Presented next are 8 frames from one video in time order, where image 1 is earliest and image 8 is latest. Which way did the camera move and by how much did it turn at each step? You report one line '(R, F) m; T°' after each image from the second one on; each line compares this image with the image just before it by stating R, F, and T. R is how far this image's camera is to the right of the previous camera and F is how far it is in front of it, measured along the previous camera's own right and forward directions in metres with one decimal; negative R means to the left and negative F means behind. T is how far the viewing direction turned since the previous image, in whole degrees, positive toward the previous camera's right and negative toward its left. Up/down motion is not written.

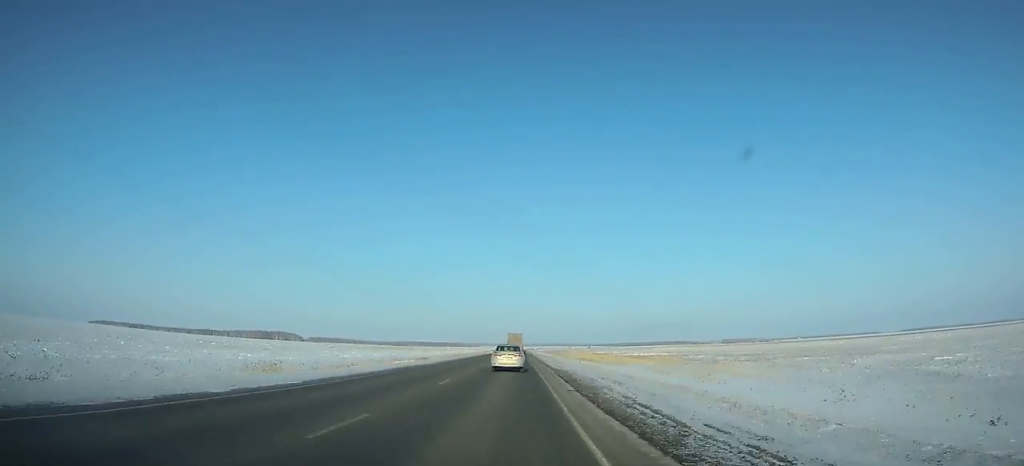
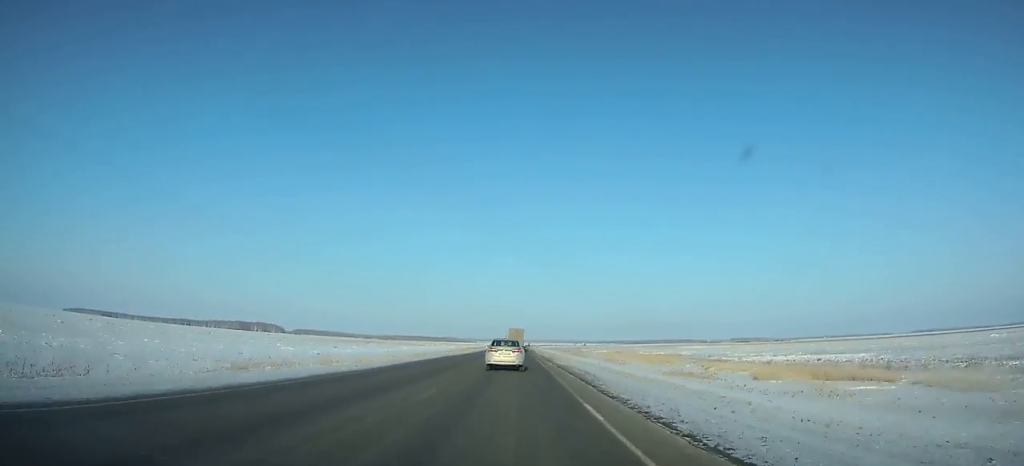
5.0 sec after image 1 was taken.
(+0.2, +122.5) m; 0°
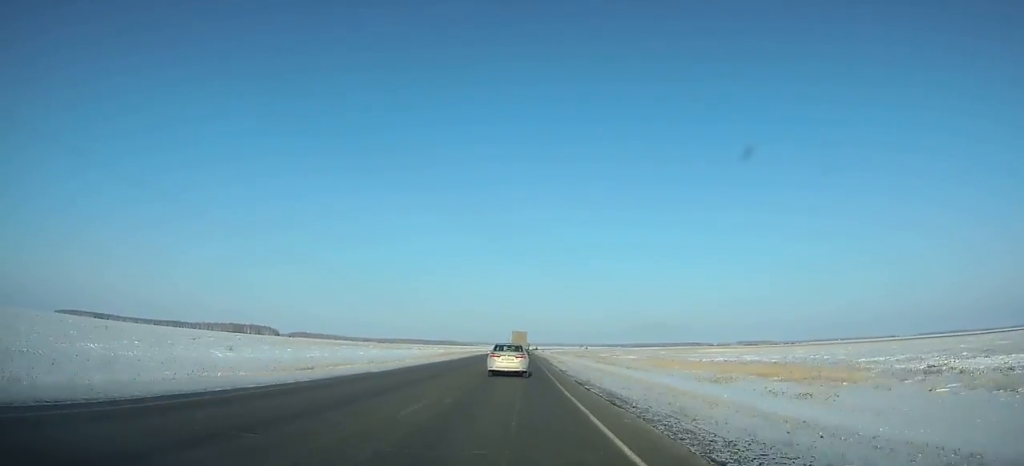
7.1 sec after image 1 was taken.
(-0.1, +49.9) m; 0°
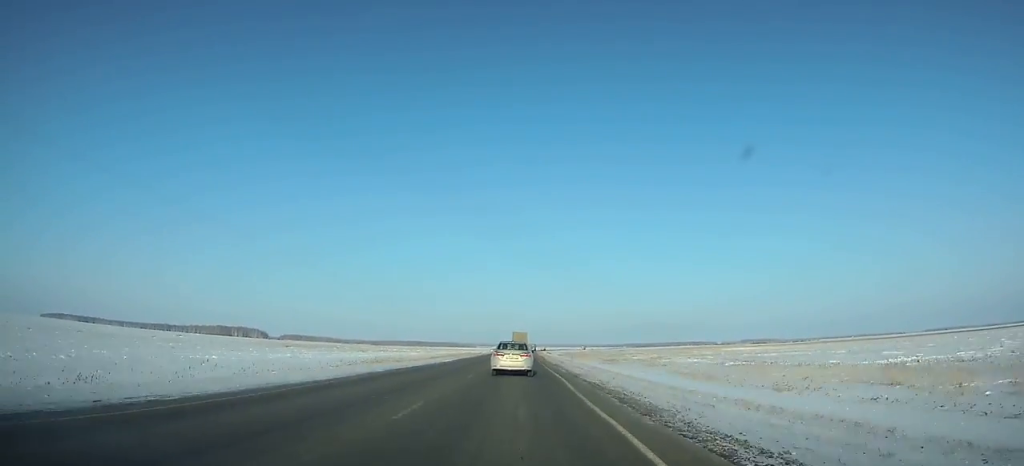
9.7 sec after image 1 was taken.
(0.0, +60.8) m; 0°
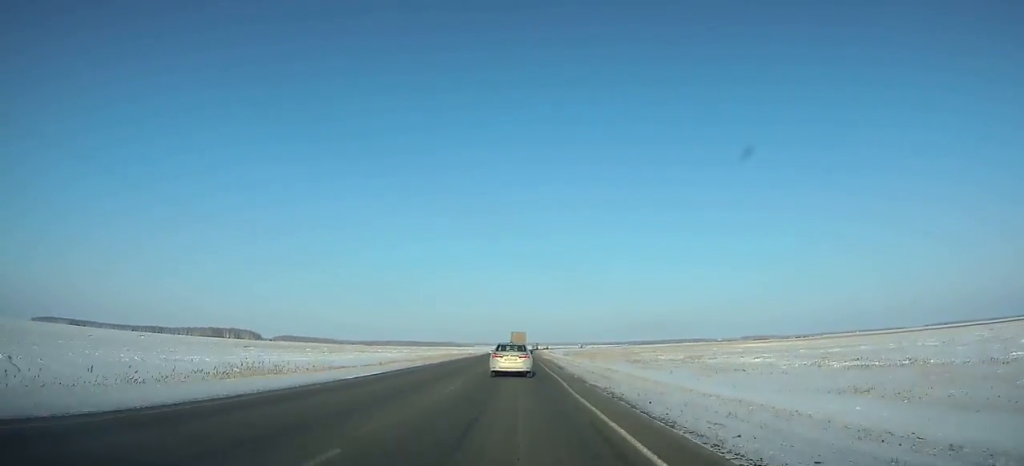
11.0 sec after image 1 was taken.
(0.0, +30.0) m; 0°
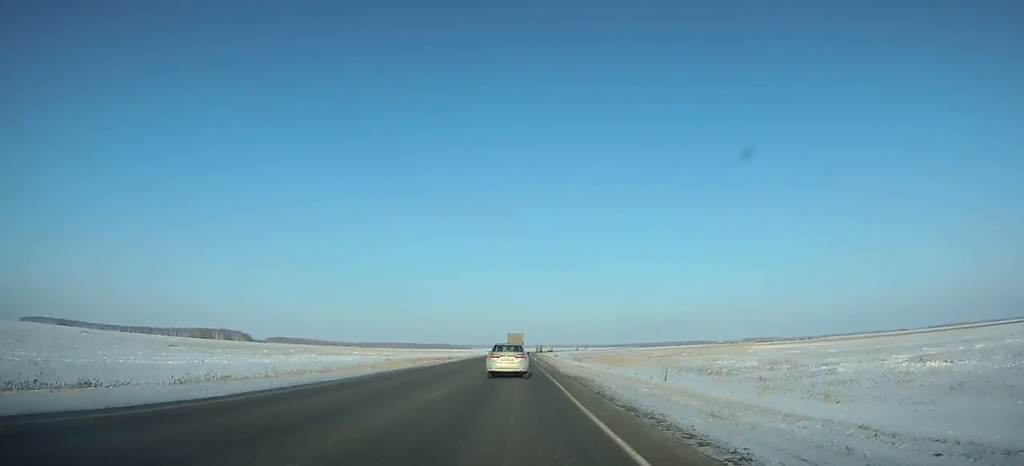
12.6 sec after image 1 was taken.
(0.0, +36.4) m; 0°
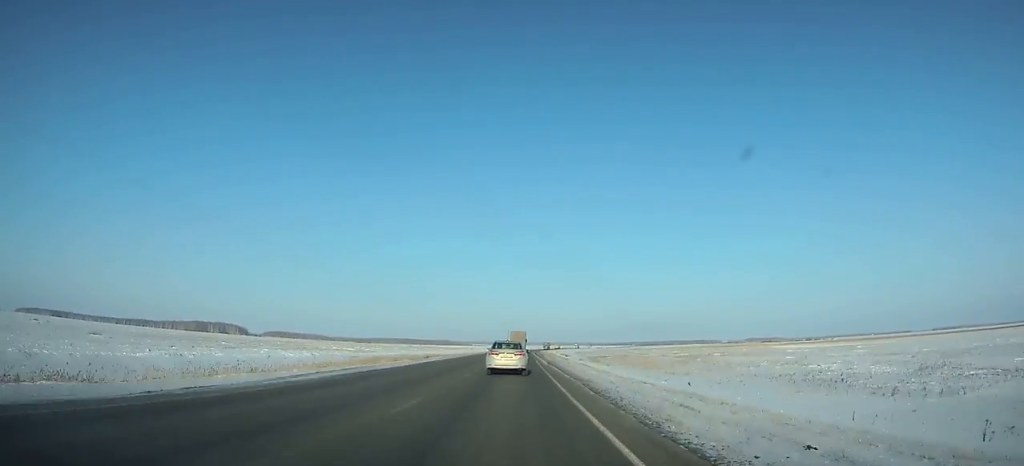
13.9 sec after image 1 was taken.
(0.0, +29.4) m; 0°
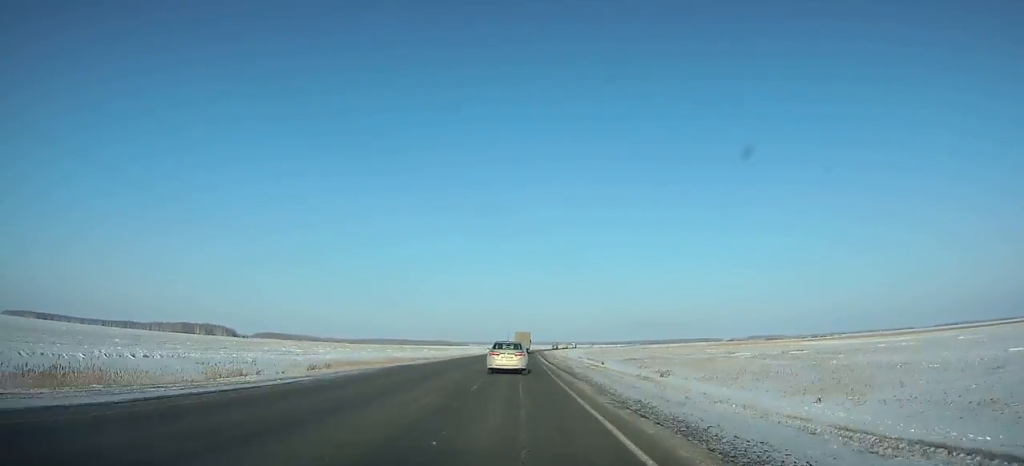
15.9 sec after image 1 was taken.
(0.0, +45.0) m; 0°
